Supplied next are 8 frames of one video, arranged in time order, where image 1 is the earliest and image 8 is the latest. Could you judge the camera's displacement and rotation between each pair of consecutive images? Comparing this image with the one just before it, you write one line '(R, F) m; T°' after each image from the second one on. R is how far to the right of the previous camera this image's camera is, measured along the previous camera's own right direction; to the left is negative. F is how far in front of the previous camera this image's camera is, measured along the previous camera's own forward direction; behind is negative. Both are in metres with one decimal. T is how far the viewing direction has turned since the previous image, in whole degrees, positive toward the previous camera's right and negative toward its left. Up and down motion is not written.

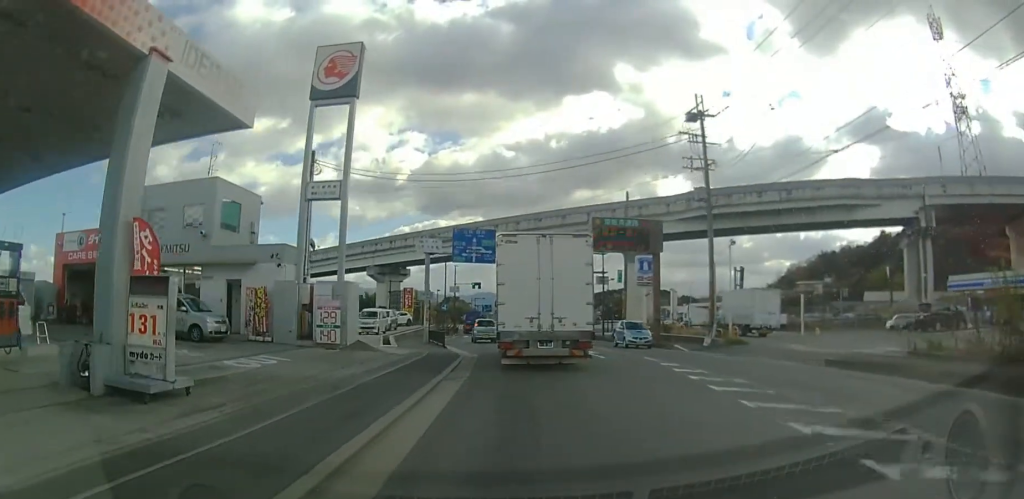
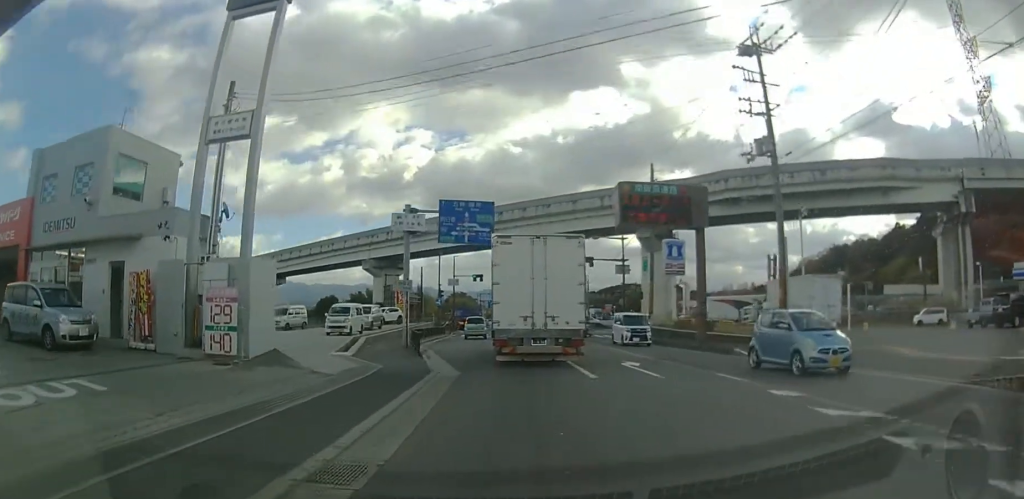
(-0.1, +6.7) m; -1°
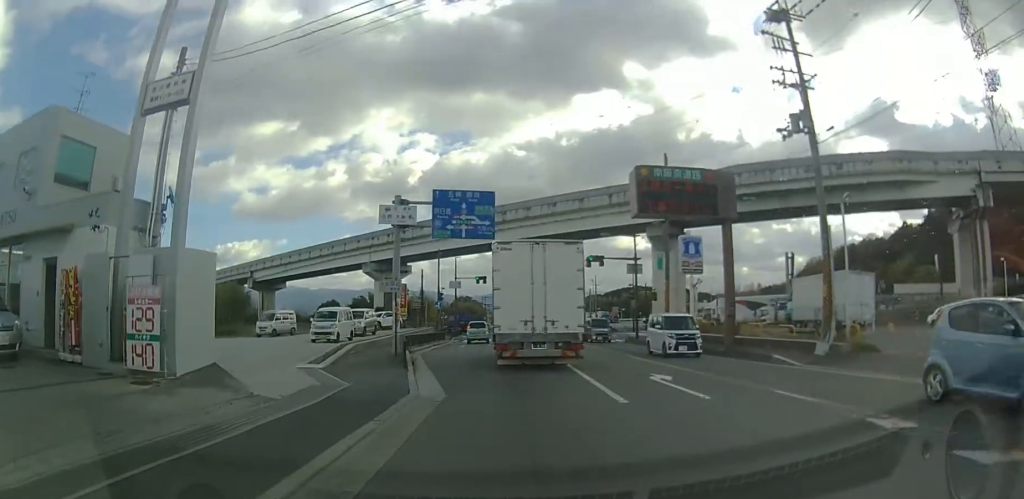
(0.0, +3.1) m; 0°
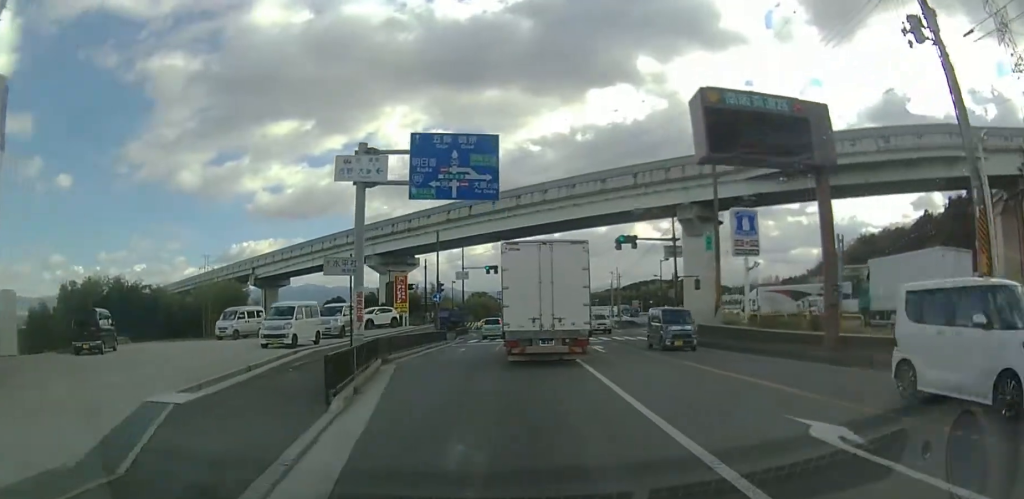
(0.0, +6.8) m; 0°
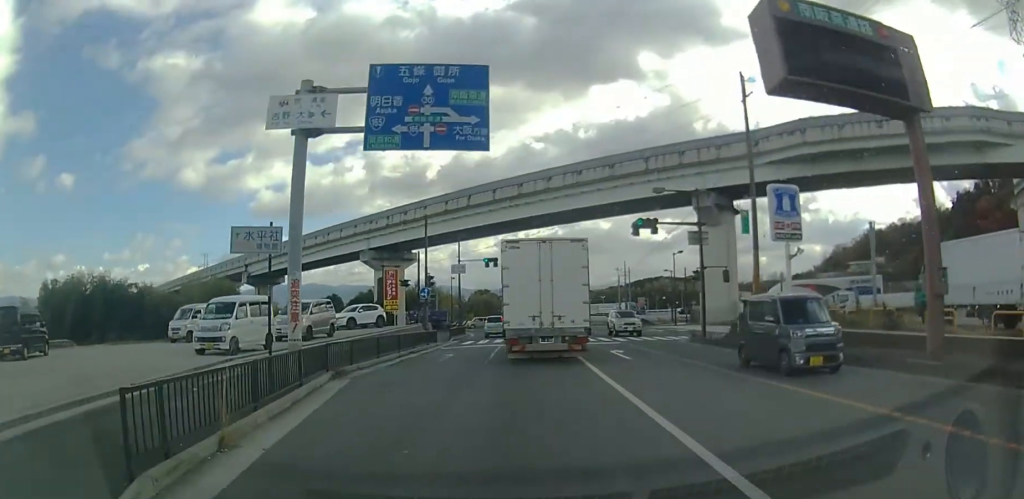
(0.0, +4.5) m; 0°
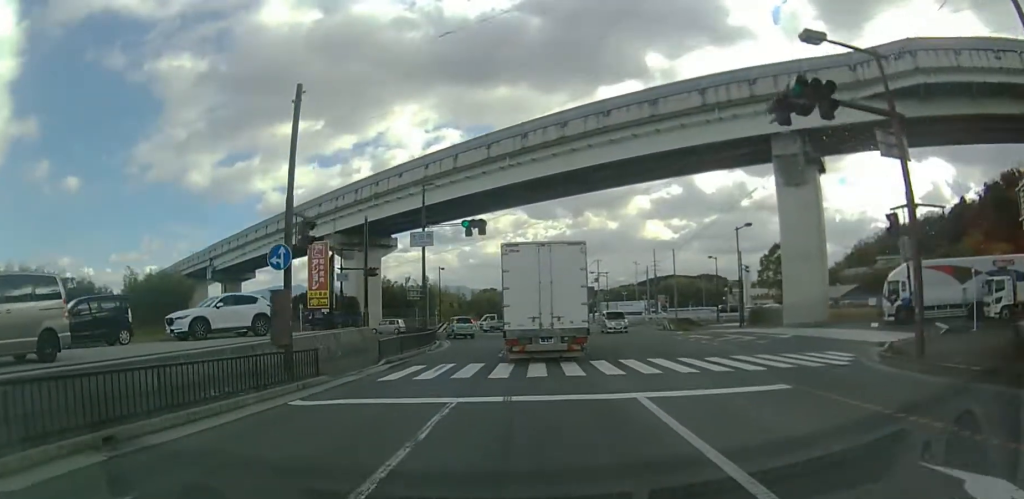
(-0.3, +17.9) m; -2°
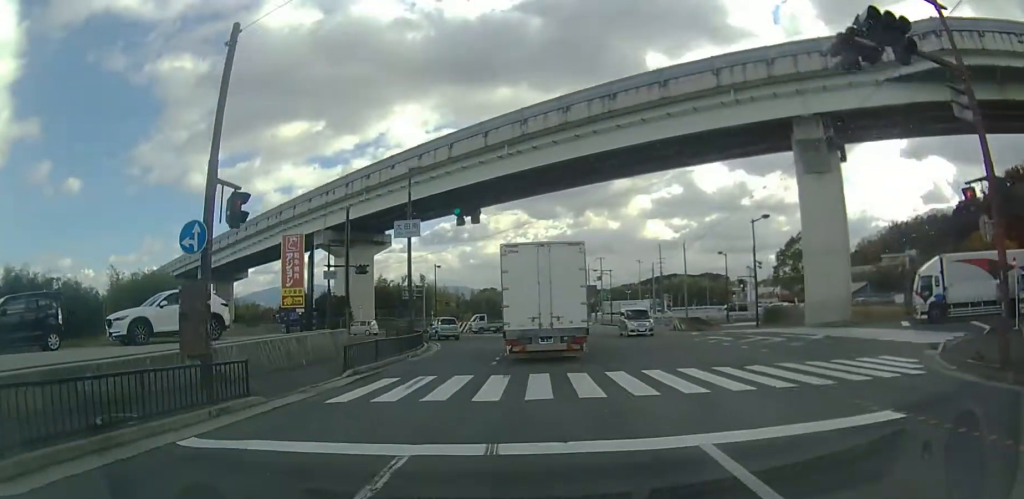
(0.0, +3.6) m; 0°
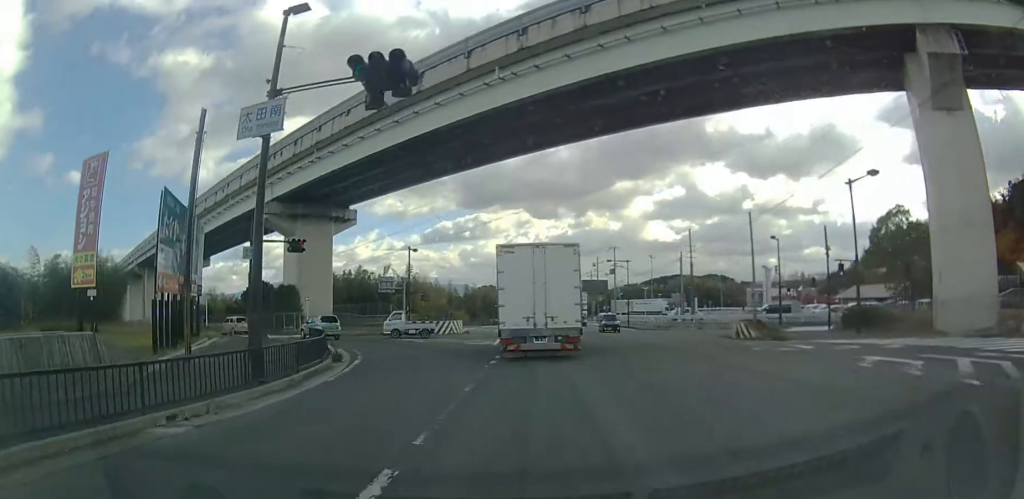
(-0.2, +14.0) m; -1°
